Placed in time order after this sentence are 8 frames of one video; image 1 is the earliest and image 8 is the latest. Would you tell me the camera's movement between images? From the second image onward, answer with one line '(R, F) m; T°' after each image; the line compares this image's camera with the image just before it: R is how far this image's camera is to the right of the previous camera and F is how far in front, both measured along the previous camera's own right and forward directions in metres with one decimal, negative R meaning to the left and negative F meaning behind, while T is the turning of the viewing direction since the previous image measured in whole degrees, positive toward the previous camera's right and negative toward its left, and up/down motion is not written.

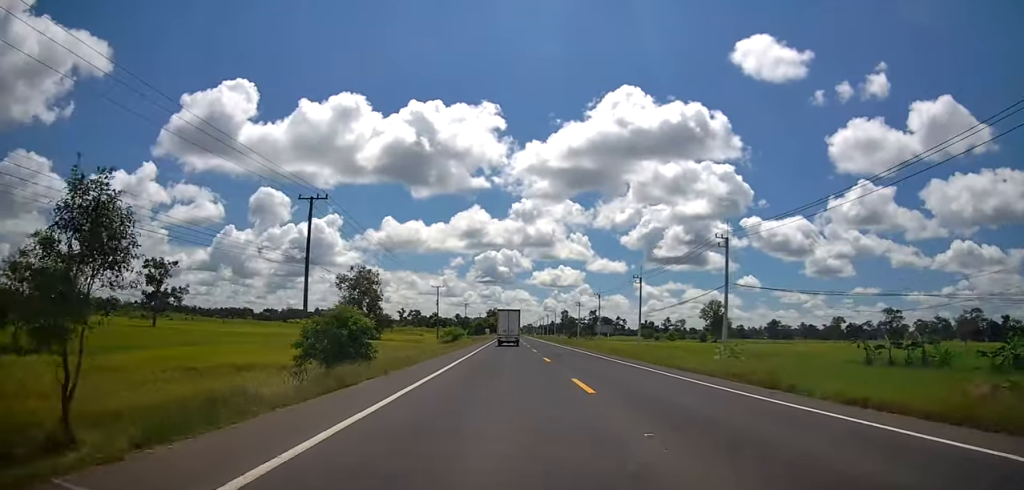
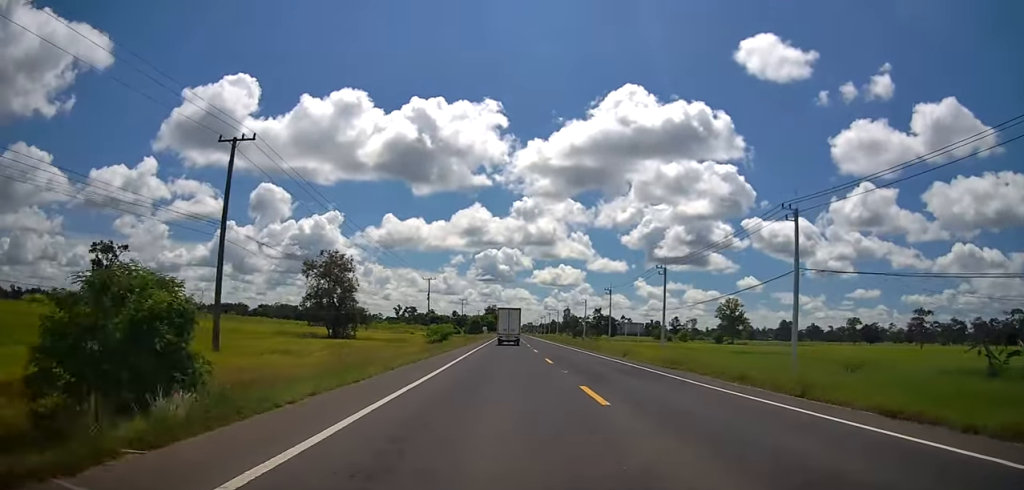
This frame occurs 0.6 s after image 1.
(0.0, +13.7) m; 0°
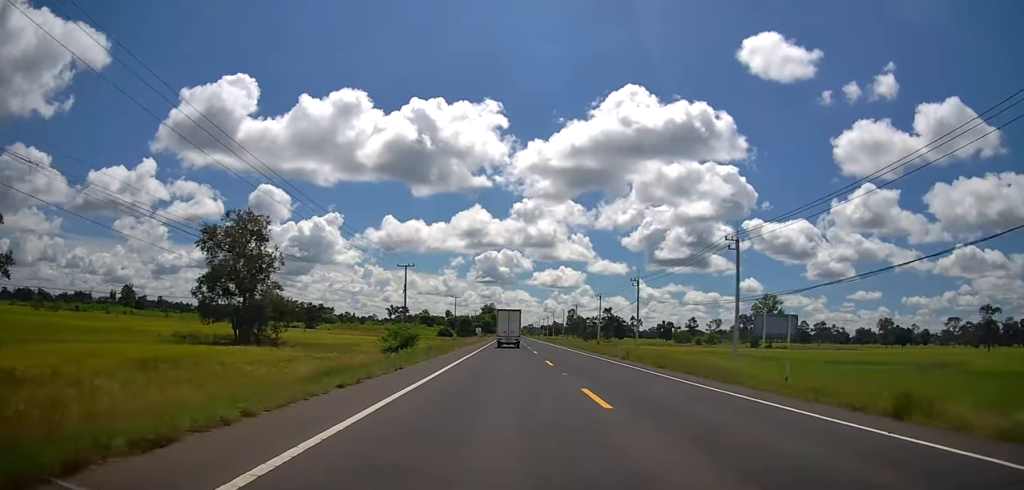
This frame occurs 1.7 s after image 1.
(0.0, +24.3) m; 0°
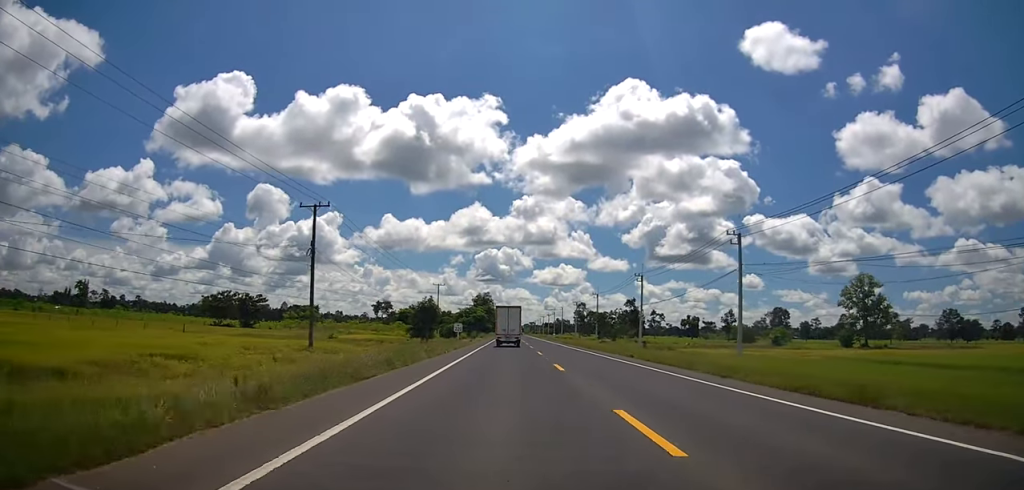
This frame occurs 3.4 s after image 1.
(0.0, +40.1) m; 0°
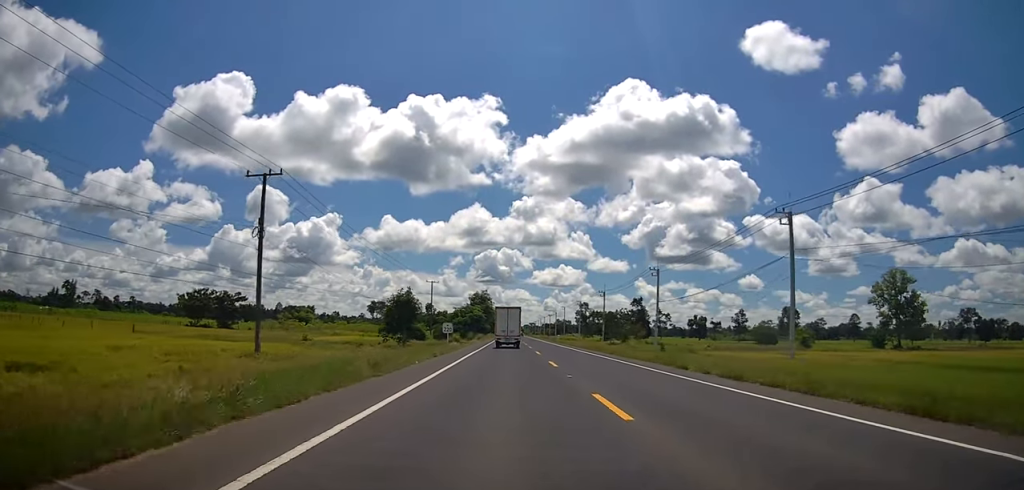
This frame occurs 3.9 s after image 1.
(0.0, +9.7) m; 0°
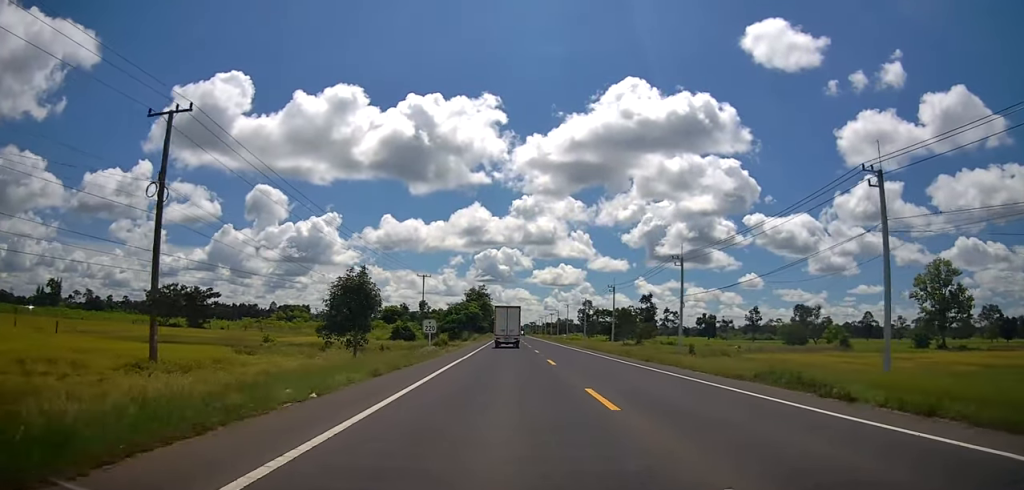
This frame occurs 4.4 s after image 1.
(0.0, +11.2) m; 0°
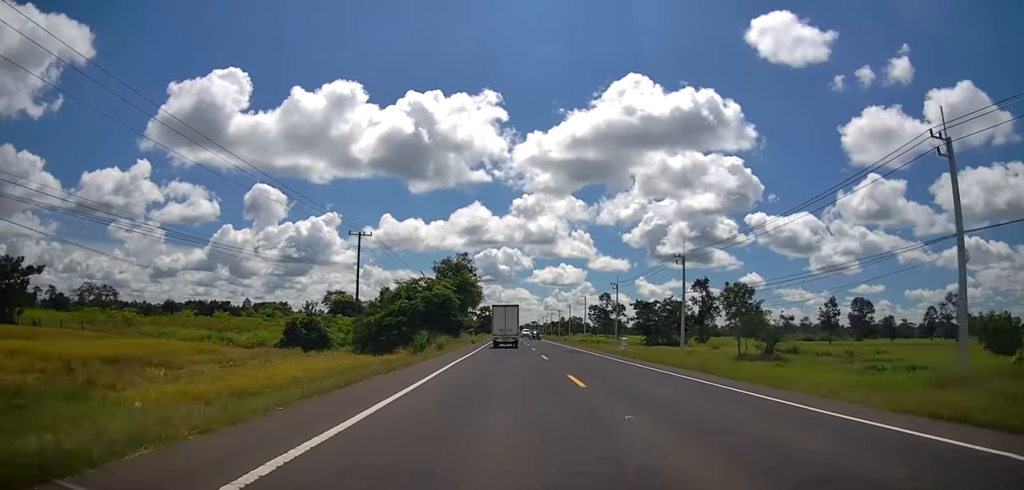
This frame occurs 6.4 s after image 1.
(0.0, +44.7) m; -2°
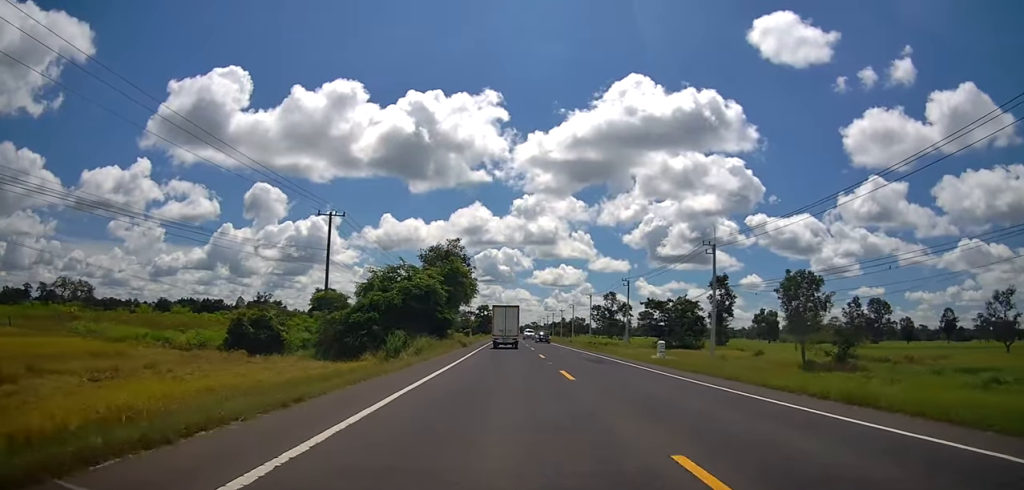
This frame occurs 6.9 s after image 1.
(-0.3, +10.0) m; 0°
